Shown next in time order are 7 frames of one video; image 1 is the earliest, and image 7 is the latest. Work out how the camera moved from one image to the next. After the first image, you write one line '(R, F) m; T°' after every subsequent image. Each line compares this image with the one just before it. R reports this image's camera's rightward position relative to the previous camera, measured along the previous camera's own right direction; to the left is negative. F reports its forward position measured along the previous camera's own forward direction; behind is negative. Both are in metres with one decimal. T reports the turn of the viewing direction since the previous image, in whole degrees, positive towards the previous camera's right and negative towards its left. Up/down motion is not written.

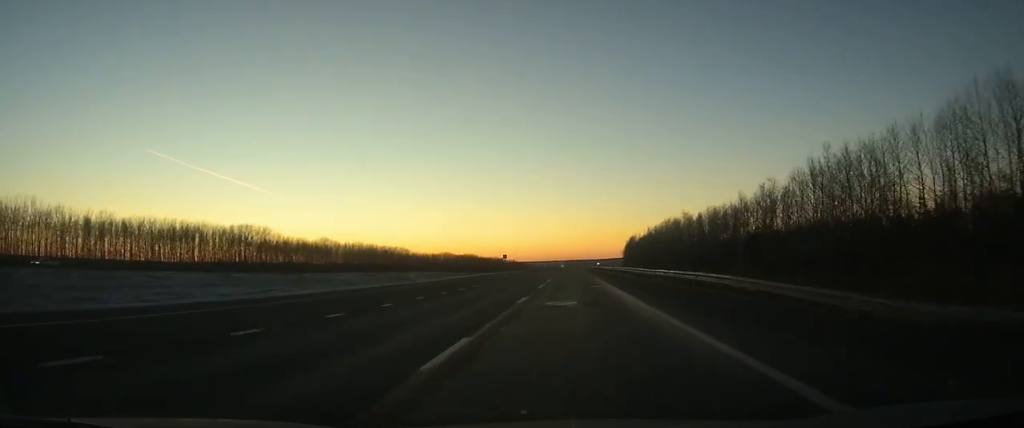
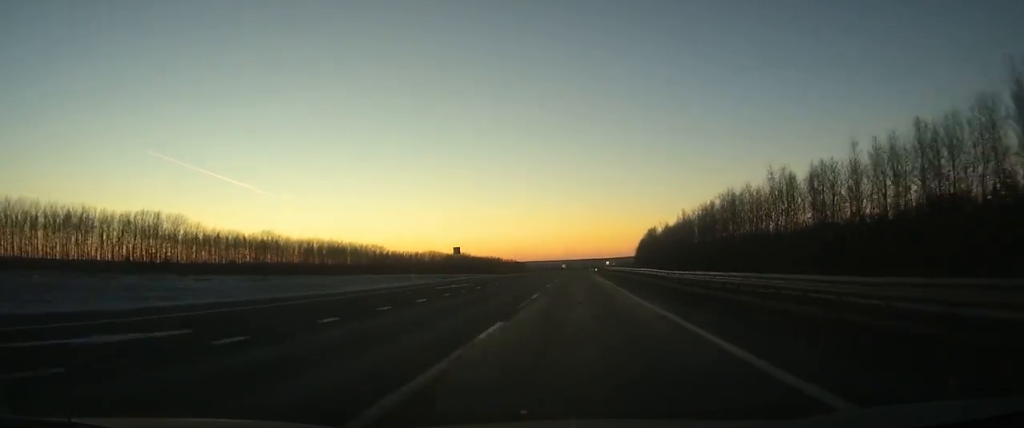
(-0.2, +62.7) m; 0°
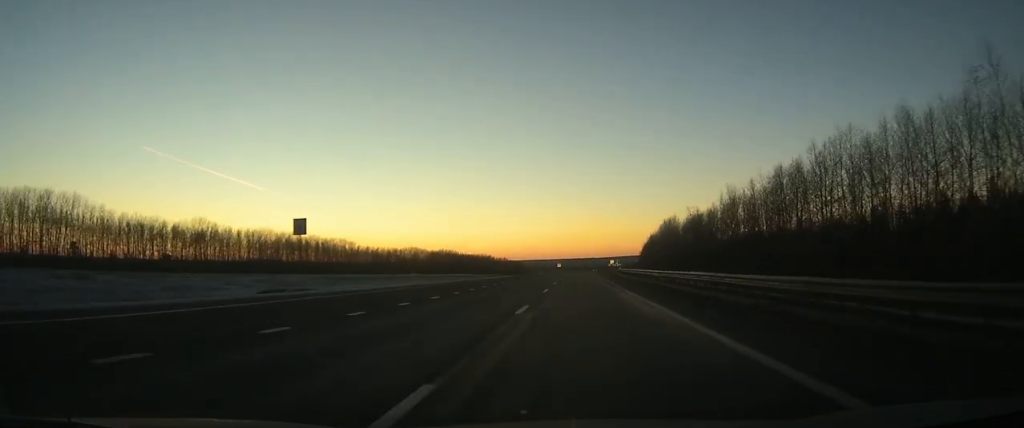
(-0.2, +48.9) m; 0°
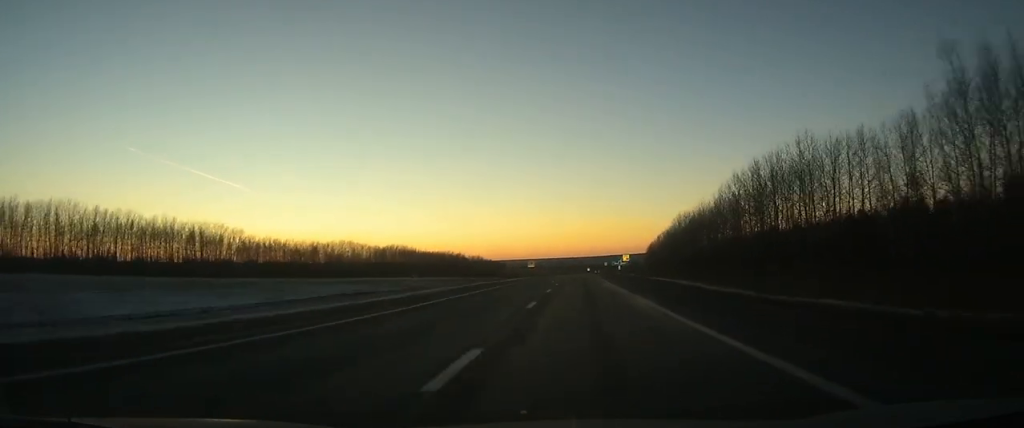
(+0.6, +101.3) m; +1°
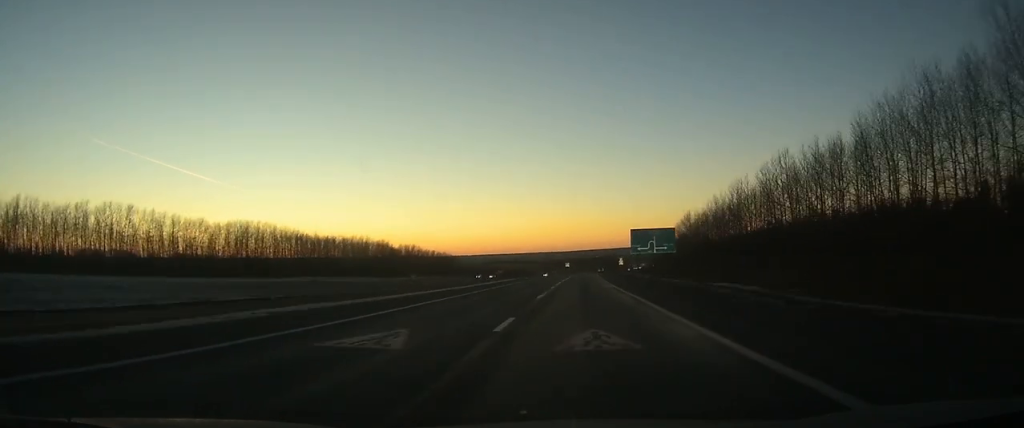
(+2.8, +133.9) m; +2°
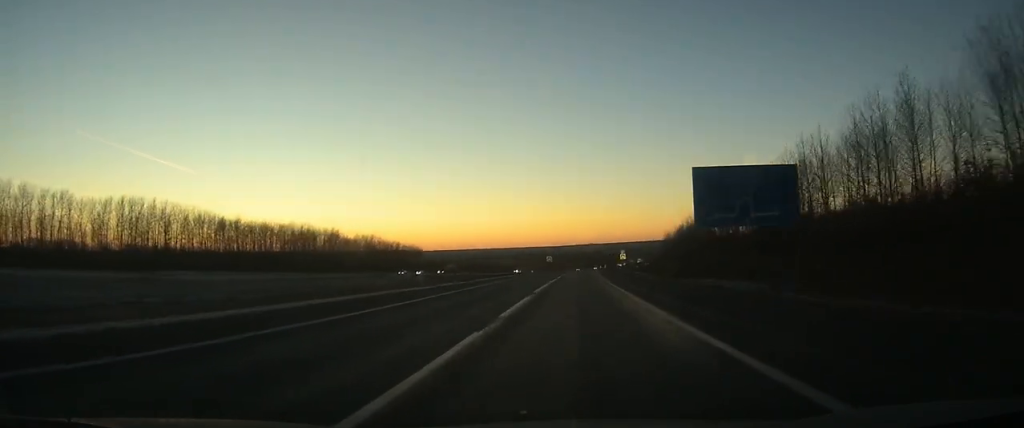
(+0.4, +51.7) m; +1°
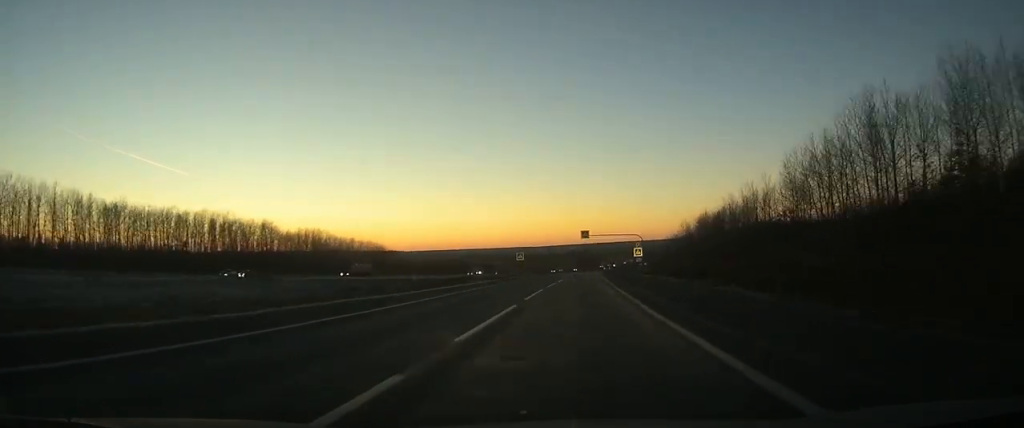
(+0.6, +55.0) m; +1°
